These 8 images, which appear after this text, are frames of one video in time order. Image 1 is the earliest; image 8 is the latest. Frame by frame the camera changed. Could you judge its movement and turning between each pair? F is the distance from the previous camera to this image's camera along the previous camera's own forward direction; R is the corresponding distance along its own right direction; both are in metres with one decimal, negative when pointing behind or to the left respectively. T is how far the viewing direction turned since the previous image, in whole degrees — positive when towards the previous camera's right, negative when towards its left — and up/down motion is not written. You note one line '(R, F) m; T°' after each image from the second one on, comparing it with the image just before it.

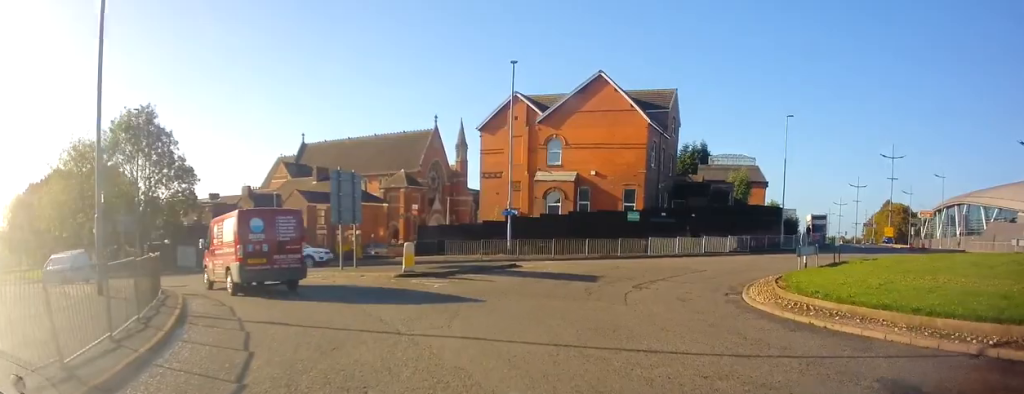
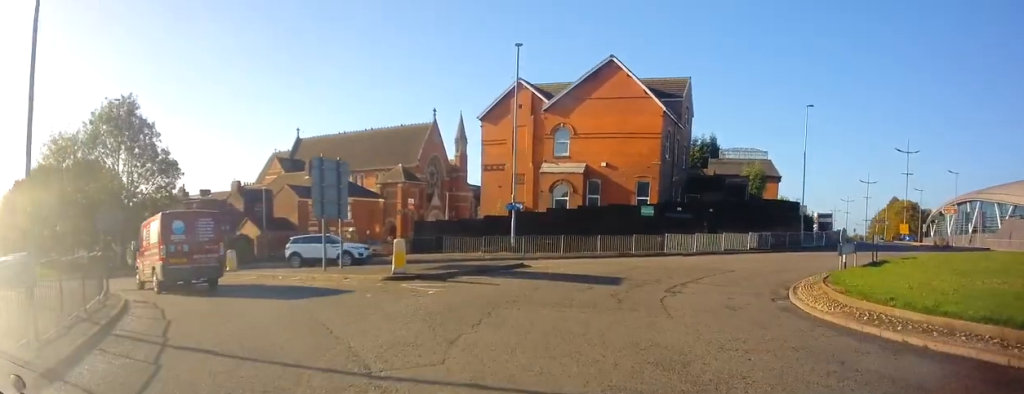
(-0.1, +2.9) m; 0°
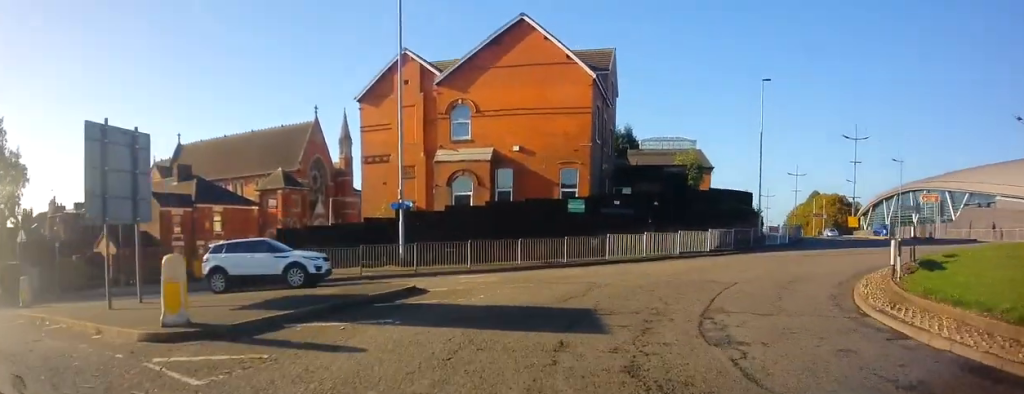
(+0.4, +8.2) m; +11°
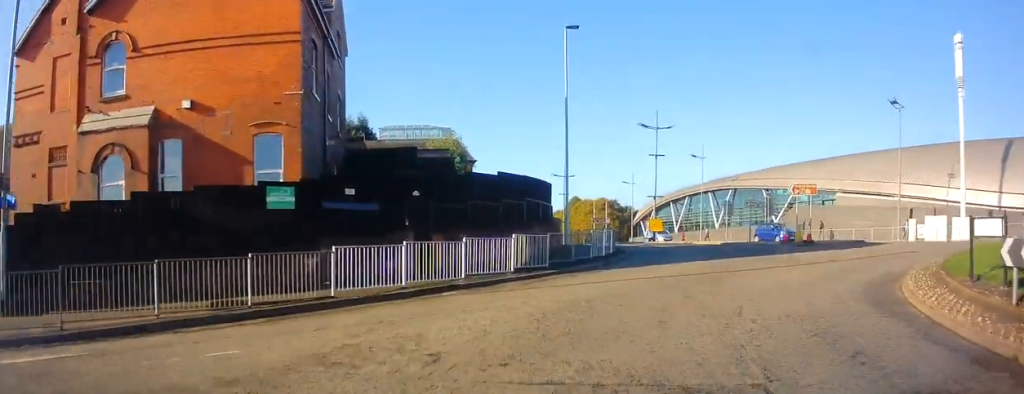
(+2.4, +11.2) m; +23°
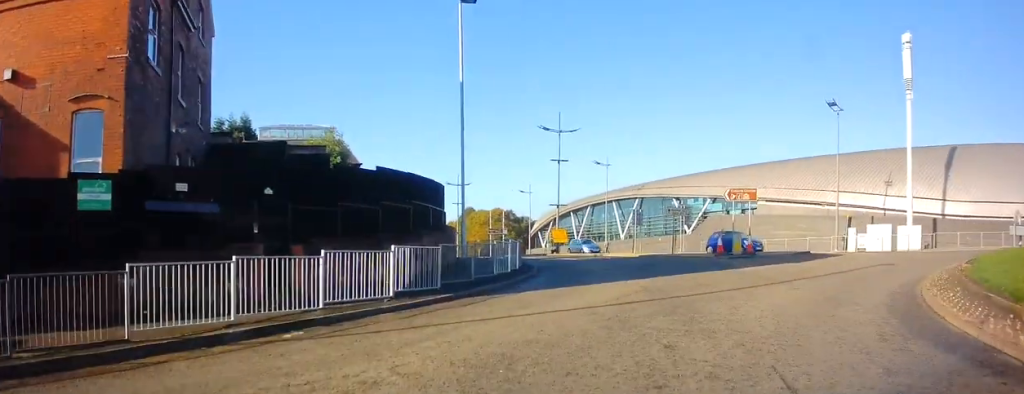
(+0.1, +4.3) m; +9°
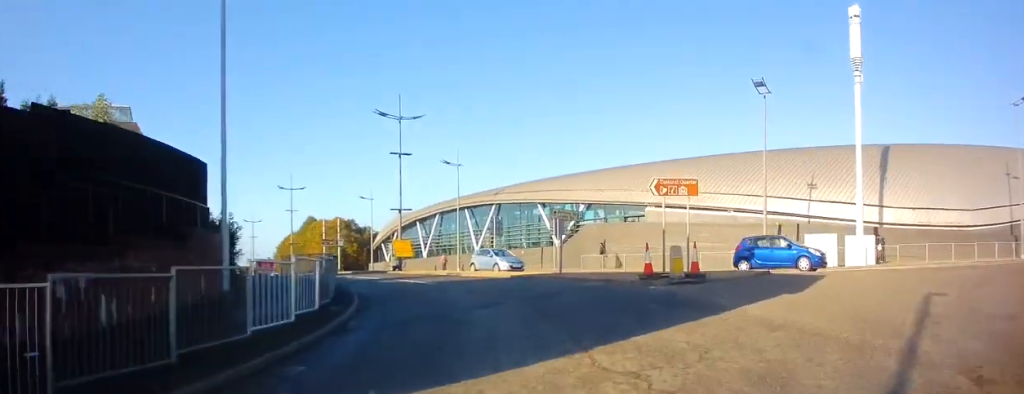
(+1.6, +9.0) m; +13°
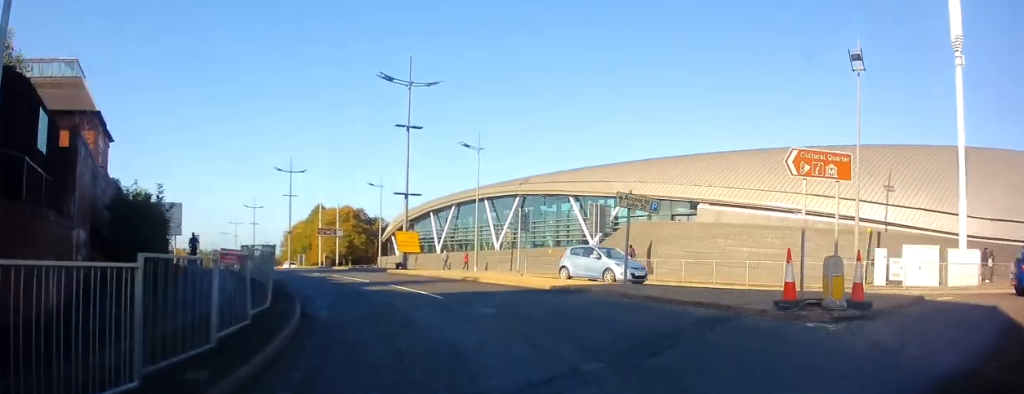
(+0.5, +7.0) m; -3°
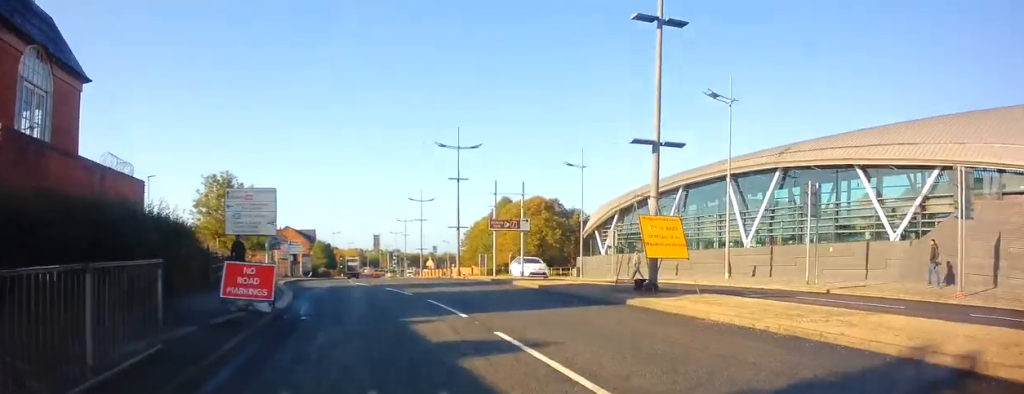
(-2.2, +15.1) m; -16°
